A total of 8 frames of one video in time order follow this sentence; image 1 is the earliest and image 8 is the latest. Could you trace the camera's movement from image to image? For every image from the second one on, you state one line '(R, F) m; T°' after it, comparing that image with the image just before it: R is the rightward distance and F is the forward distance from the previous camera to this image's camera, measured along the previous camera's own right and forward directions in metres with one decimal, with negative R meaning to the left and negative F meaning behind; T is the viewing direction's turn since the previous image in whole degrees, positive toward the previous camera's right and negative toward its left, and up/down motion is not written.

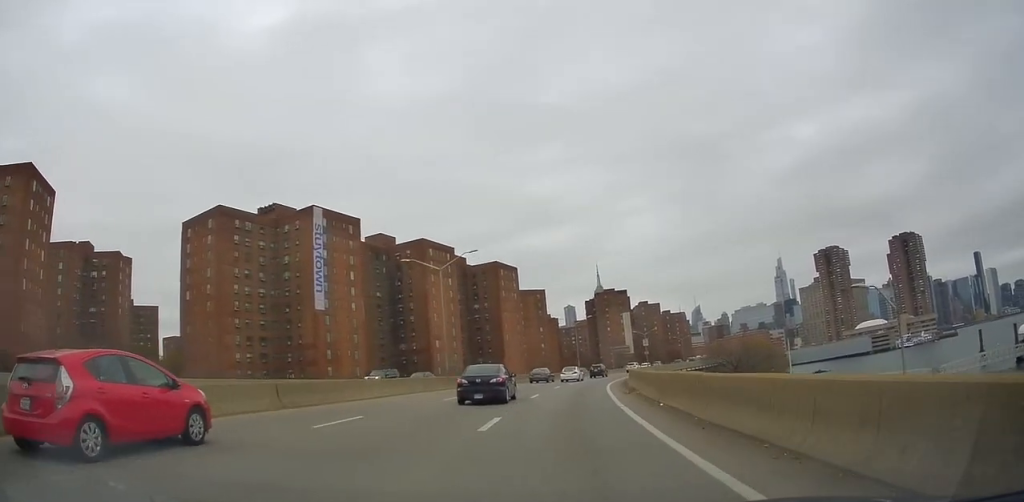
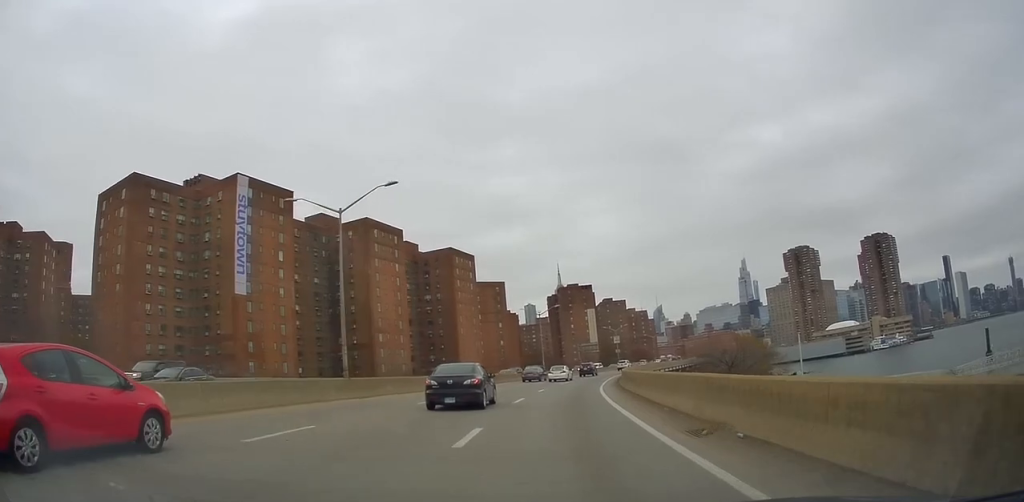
(+0.4, +16.3) m; +2°
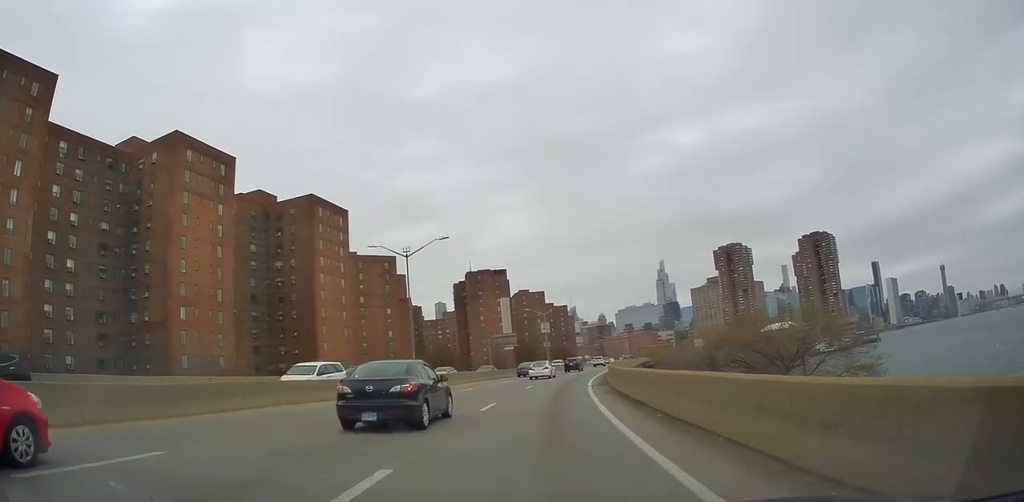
(+2.6, +42.4) m; +8°
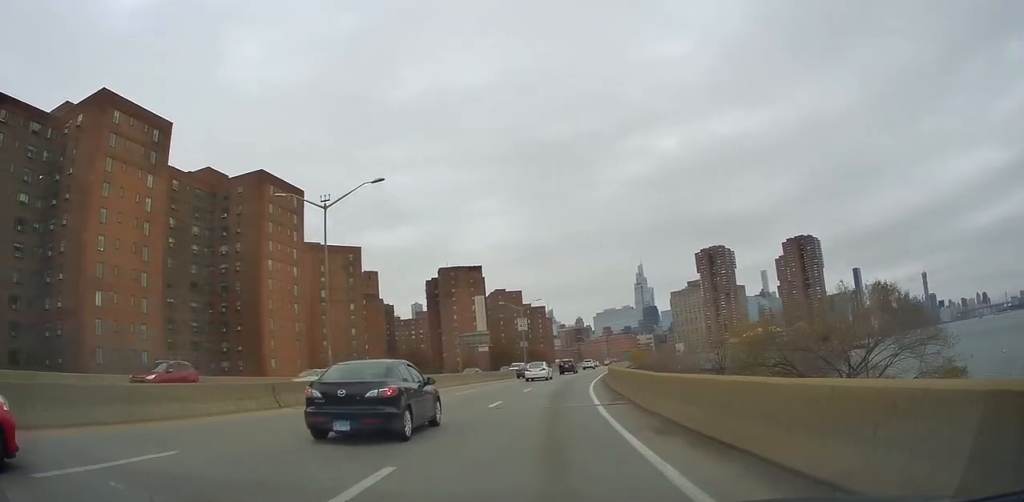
(+0.3, +12.0) m; +3°
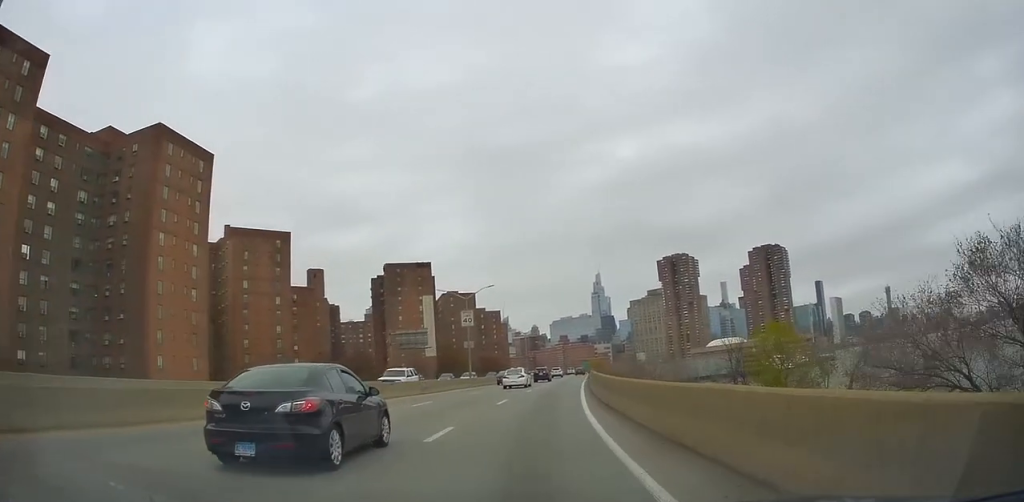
(+0.6, +17.5) m; +5°
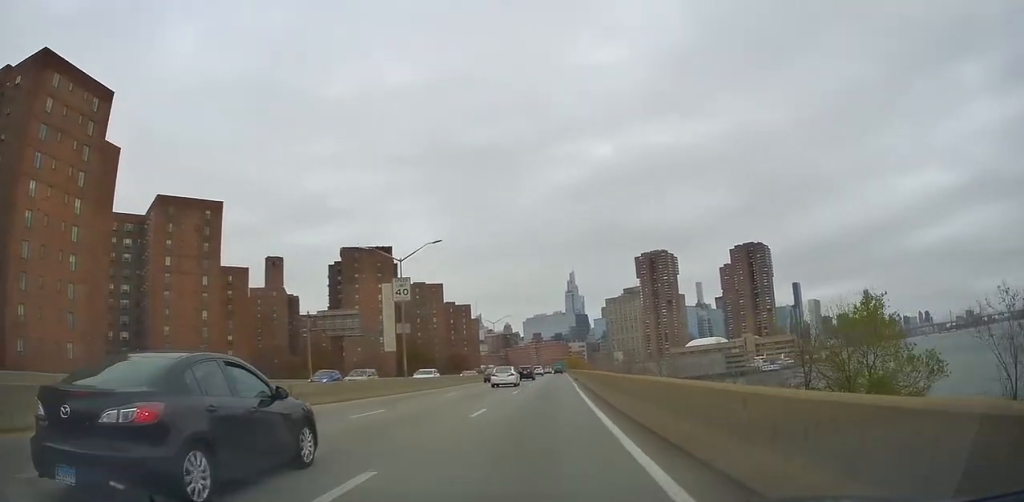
(+0.8, +17.8) m; +4°
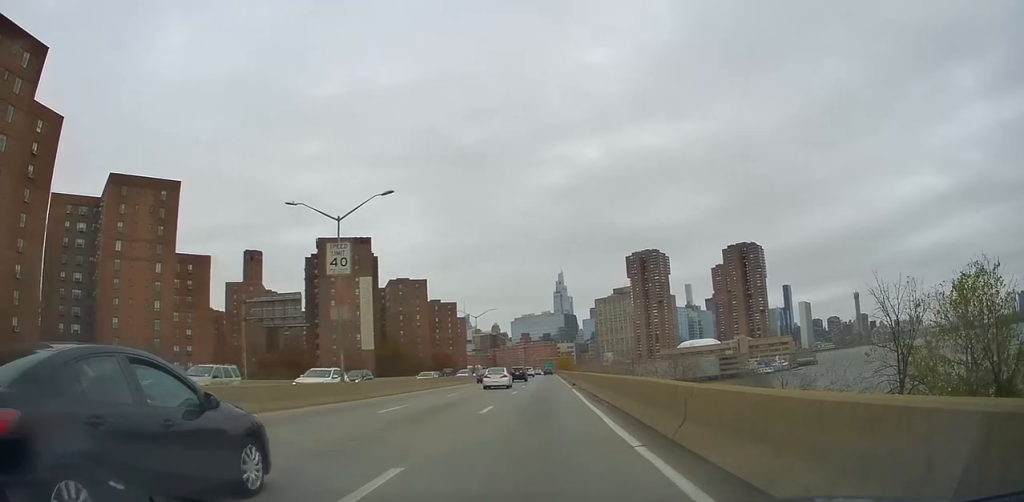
(+0.2, +10.4) m; +2°
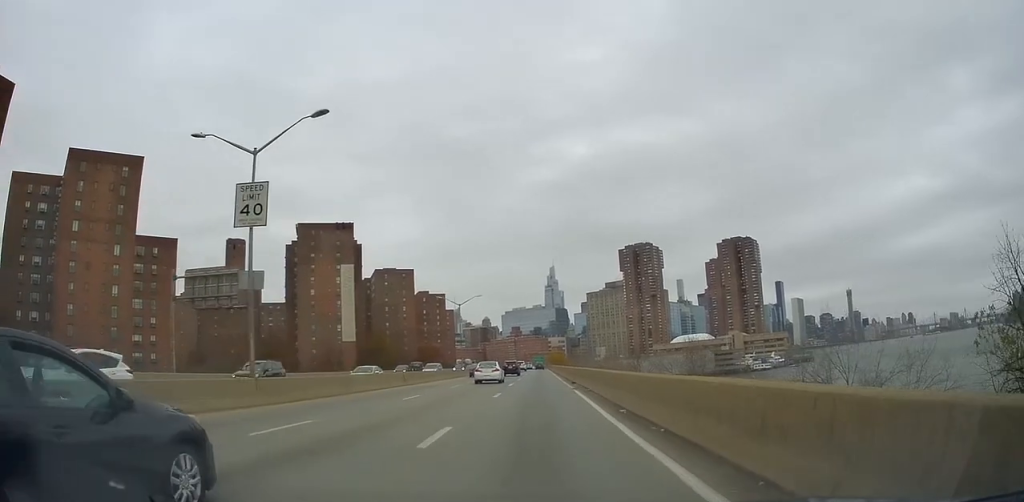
(0.0, +8.2) m; +1°
